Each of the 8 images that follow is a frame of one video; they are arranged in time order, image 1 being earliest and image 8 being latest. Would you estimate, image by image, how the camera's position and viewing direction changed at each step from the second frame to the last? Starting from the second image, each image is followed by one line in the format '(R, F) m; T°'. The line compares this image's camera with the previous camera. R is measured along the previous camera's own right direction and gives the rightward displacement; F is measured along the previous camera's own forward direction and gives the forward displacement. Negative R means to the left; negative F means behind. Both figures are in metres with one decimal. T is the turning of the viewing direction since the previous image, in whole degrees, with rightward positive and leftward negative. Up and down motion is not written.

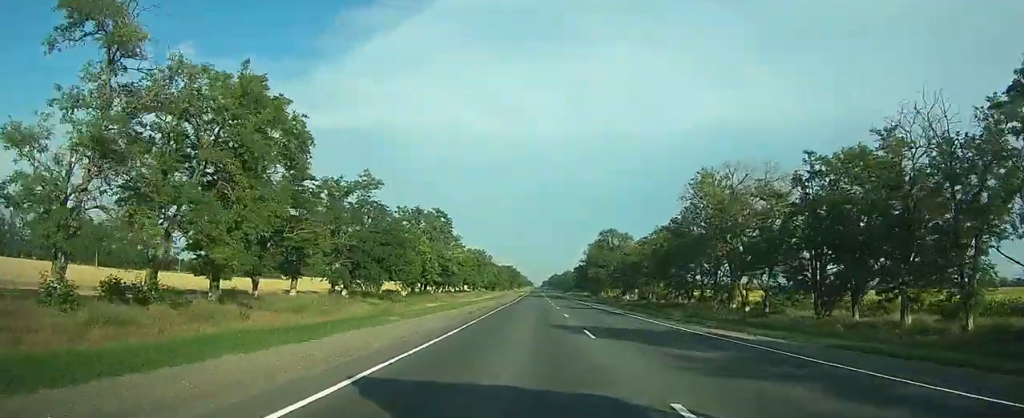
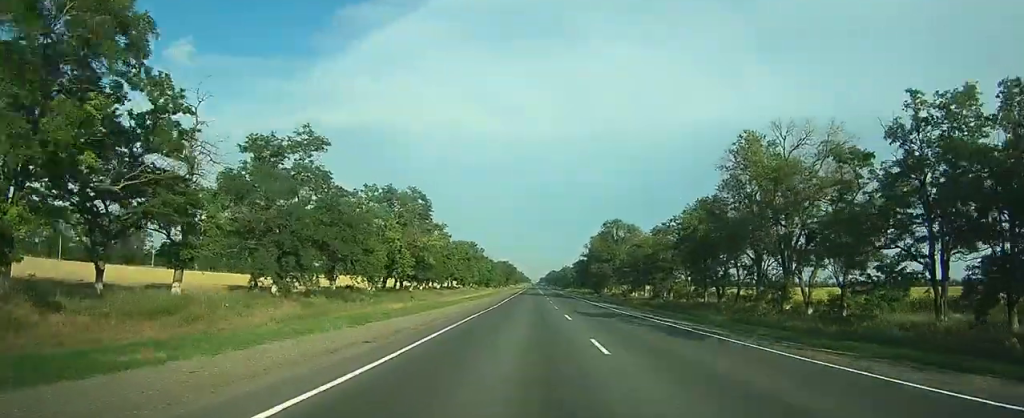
(+0.2, +15.7) m; +1°
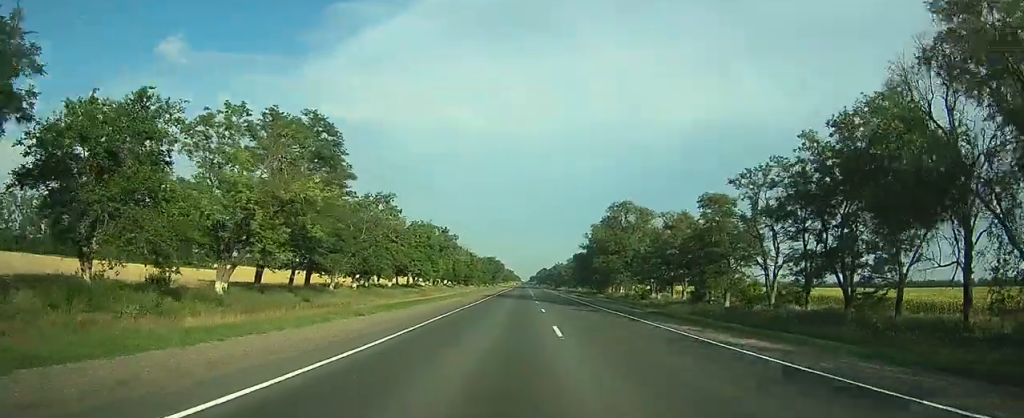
(+1.1, +32.1) m; +2°
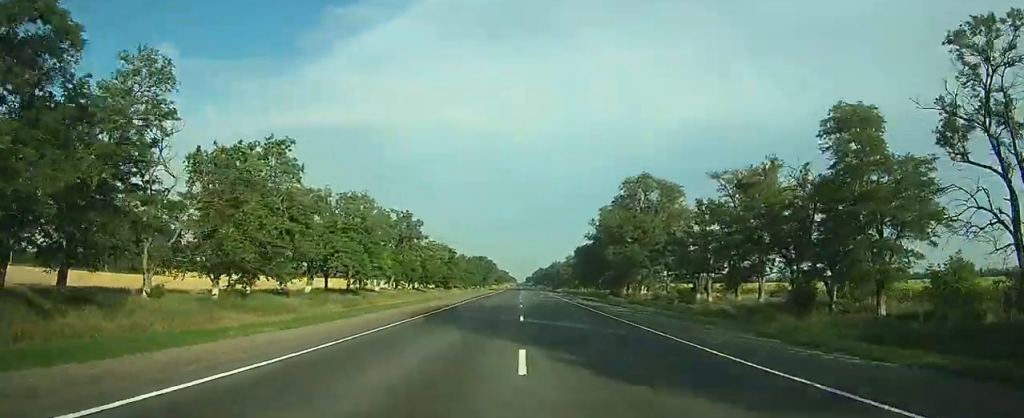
(+0.2, +30.0) m; 0°
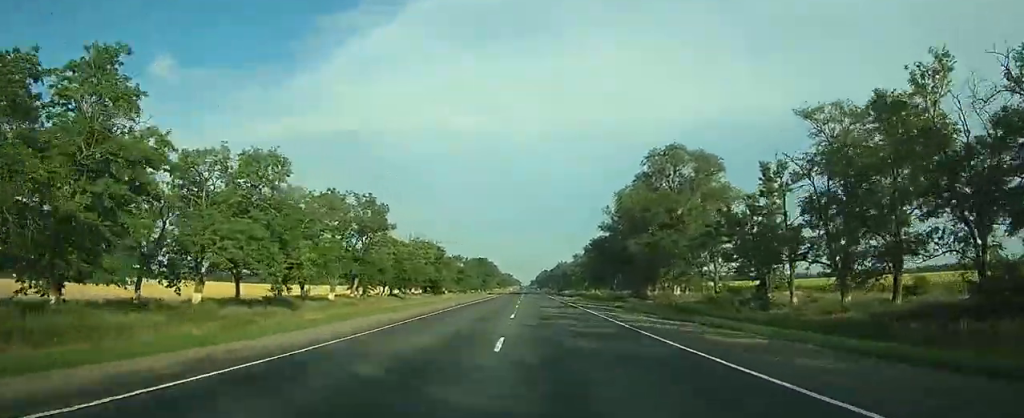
(0.0, +20.6) m; 0°
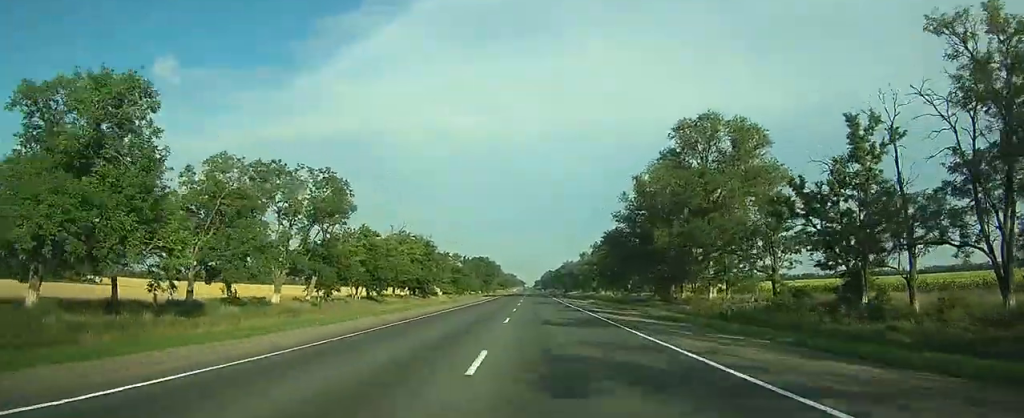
(0.0, +14.8) m; 0°
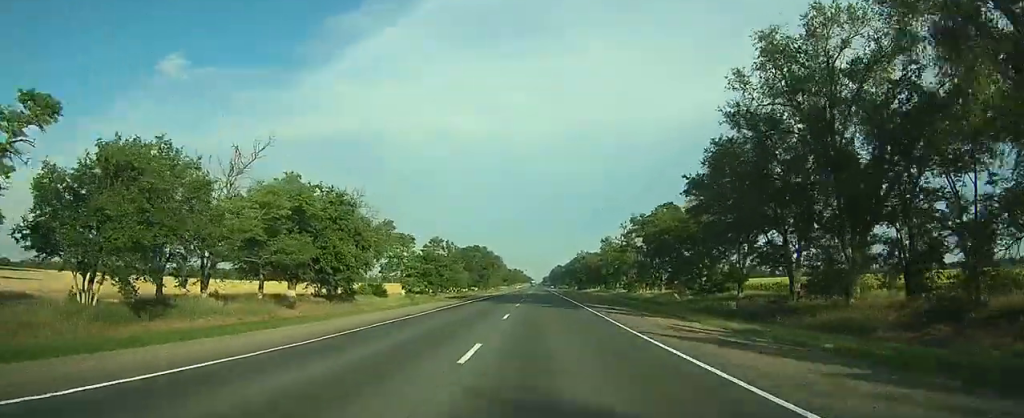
(0.0, +46.9) m; 0°
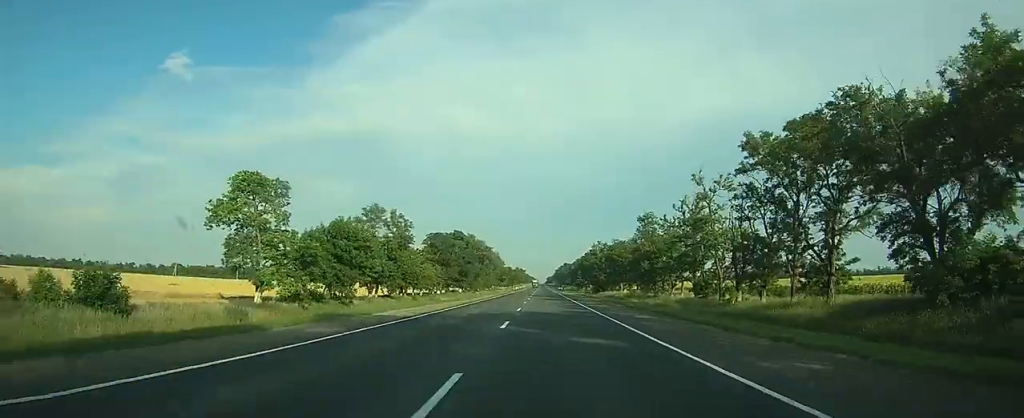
(-0.6, +52.3) m; -1°
